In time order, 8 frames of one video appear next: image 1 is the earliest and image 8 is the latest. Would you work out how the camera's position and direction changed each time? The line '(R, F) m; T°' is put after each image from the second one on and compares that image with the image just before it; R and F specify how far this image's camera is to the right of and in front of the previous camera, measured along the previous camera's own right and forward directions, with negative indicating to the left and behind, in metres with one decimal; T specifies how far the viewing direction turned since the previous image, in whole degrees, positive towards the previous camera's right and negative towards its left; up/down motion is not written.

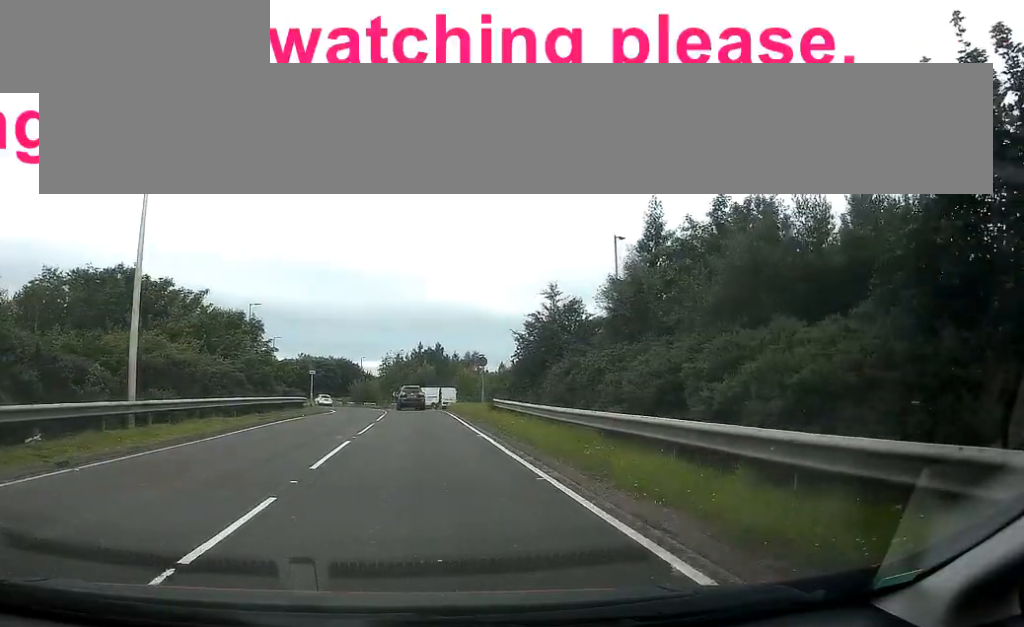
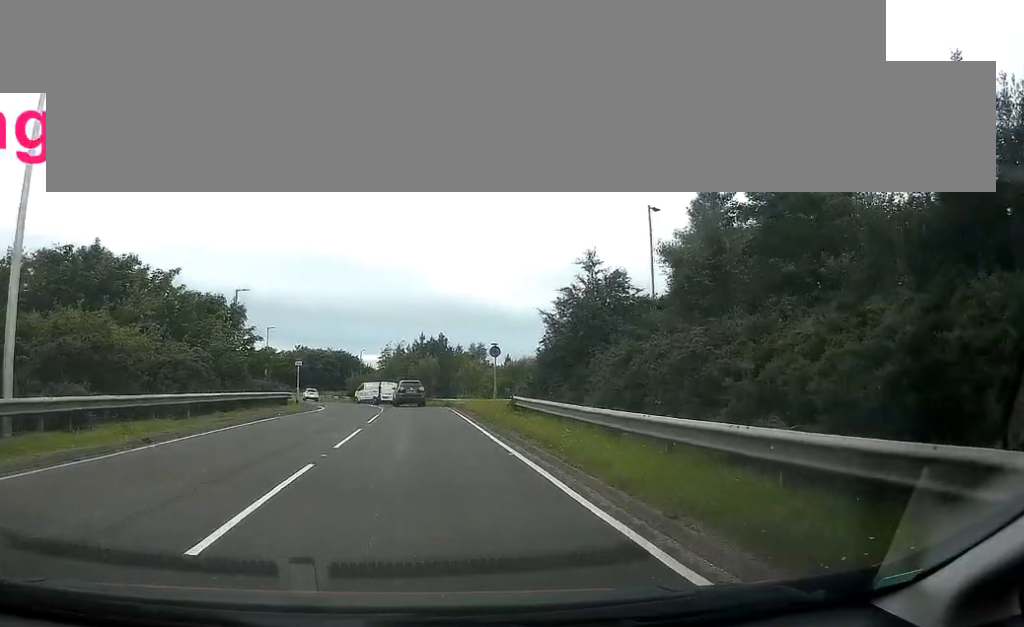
(-0.1, +5.5) m; +2°
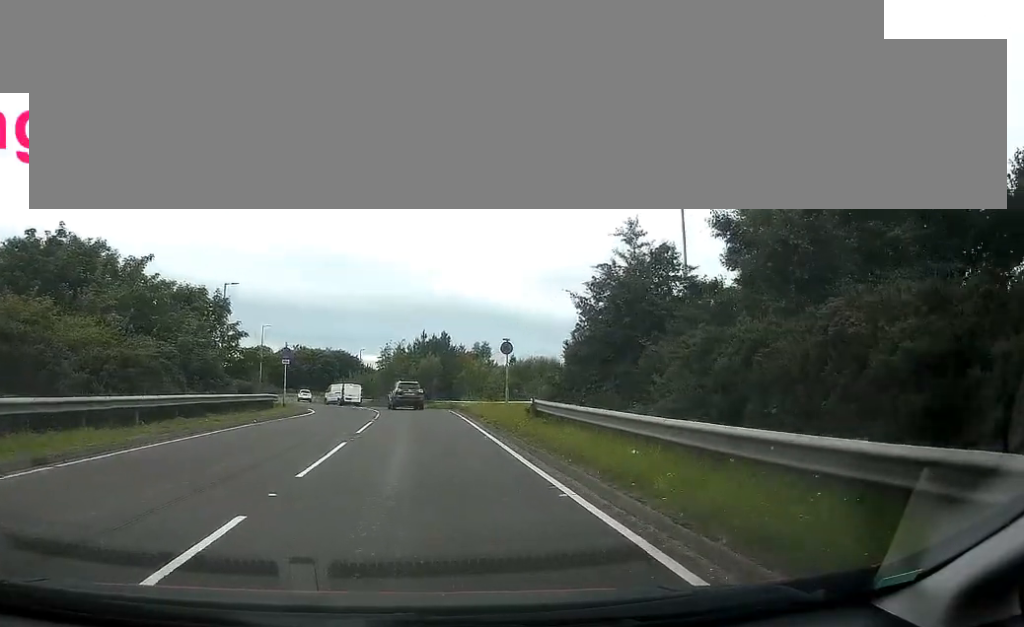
(+0.2, +4.1) m; 0°
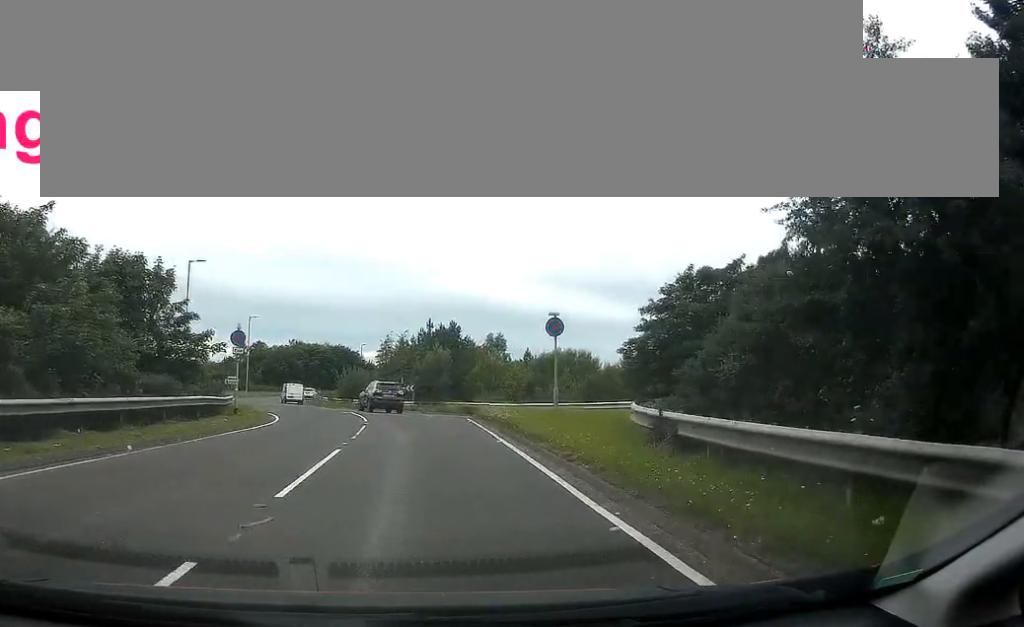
(-0.1, +9.9) m; -2°
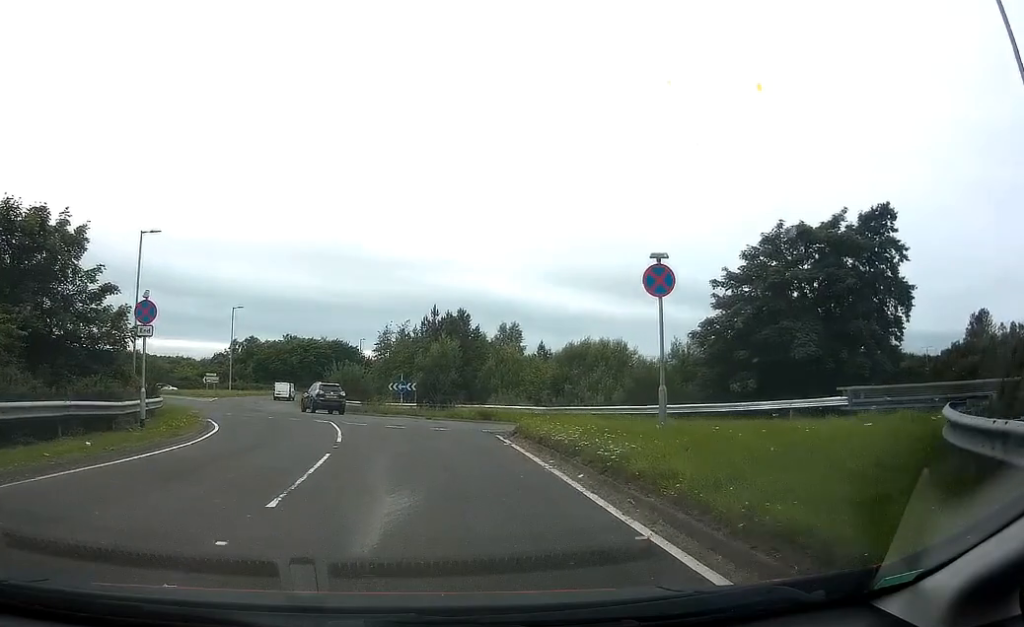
(-0.1, +8.4) m; -1°
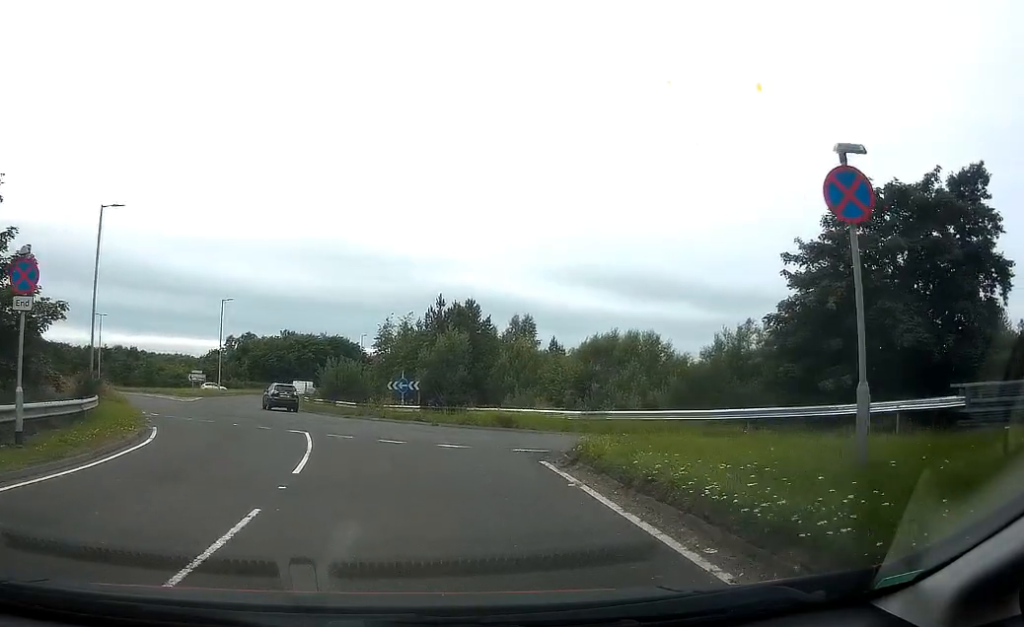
(0.0, +5.5) m; 0°
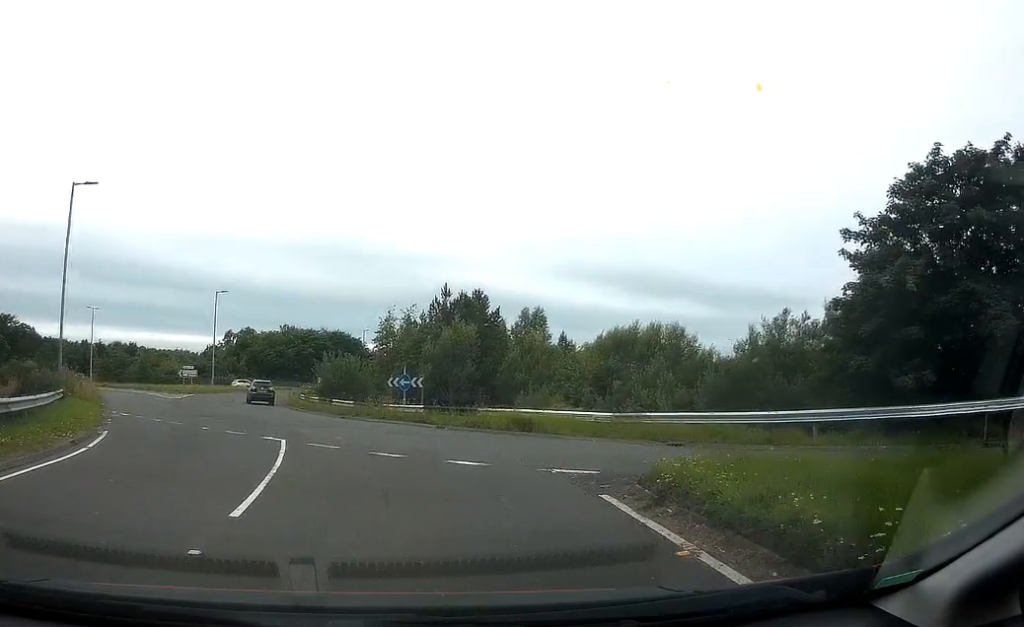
(0.0, +3.5) m; -1°
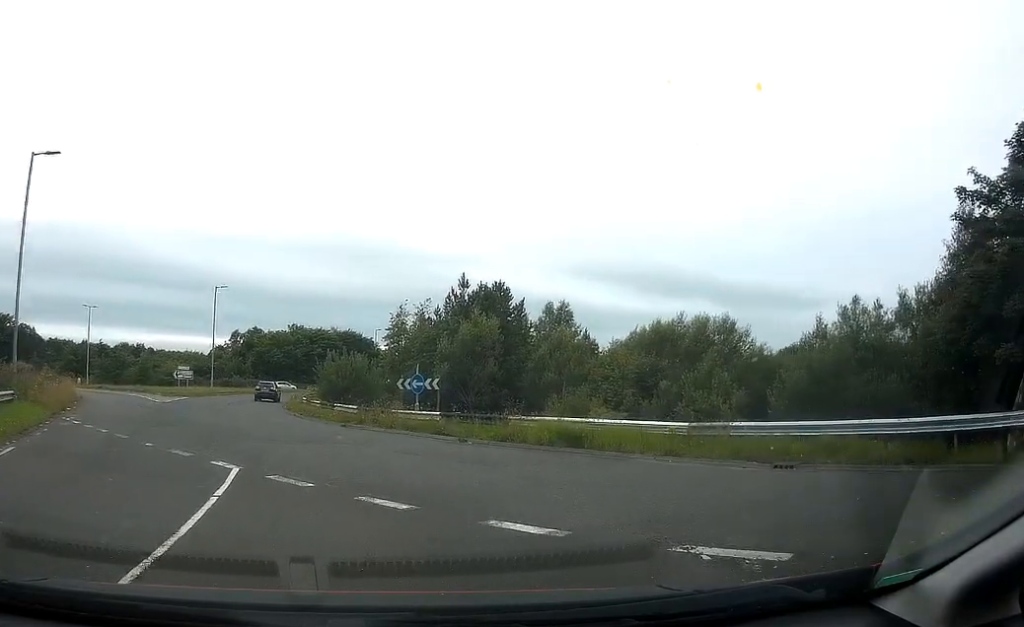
(-0.3, +5.2) m; -6°
